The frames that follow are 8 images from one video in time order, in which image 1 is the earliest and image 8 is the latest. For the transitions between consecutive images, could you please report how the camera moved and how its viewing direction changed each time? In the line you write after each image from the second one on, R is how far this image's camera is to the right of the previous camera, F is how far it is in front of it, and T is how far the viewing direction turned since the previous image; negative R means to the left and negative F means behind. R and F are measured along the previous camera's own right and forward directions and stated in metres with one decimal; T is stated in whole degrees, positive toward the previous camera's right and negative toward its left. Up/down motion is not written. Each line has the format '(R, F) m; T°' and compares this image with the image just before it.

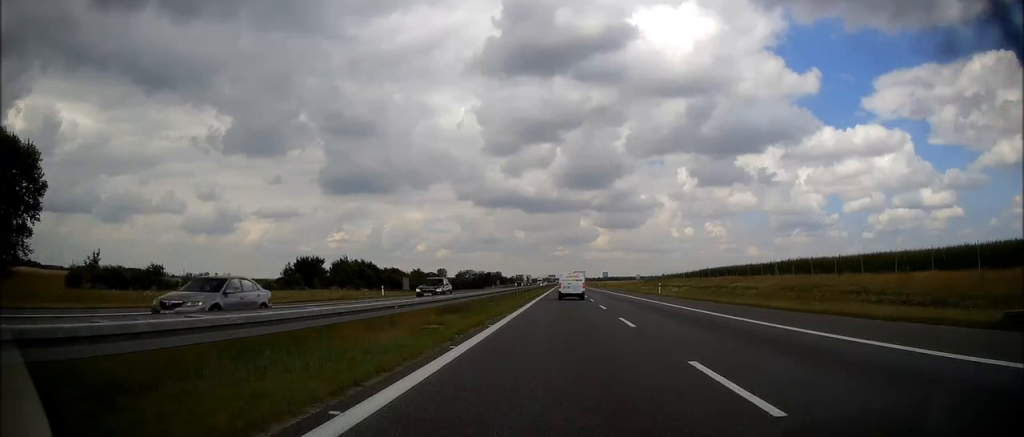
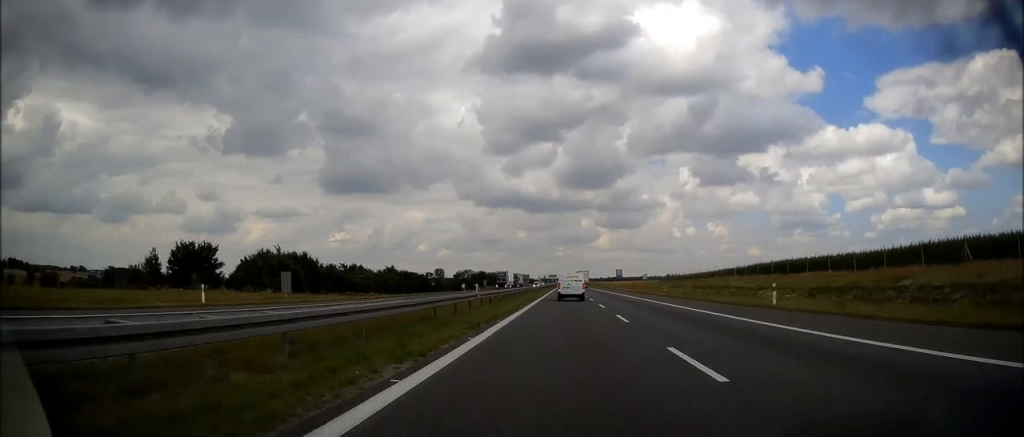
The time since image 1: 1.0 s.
(0.0, +33.8) m; 0°
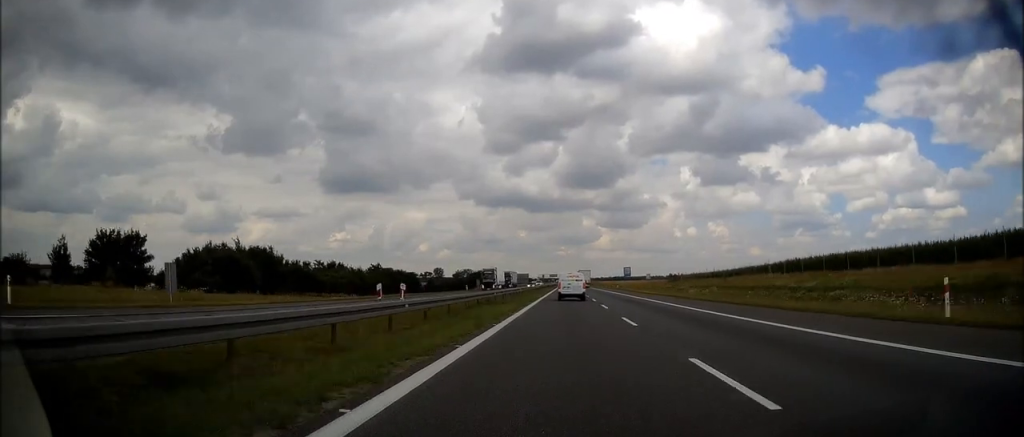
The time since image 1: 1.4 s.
(+0.1, +13.9) m; 0°
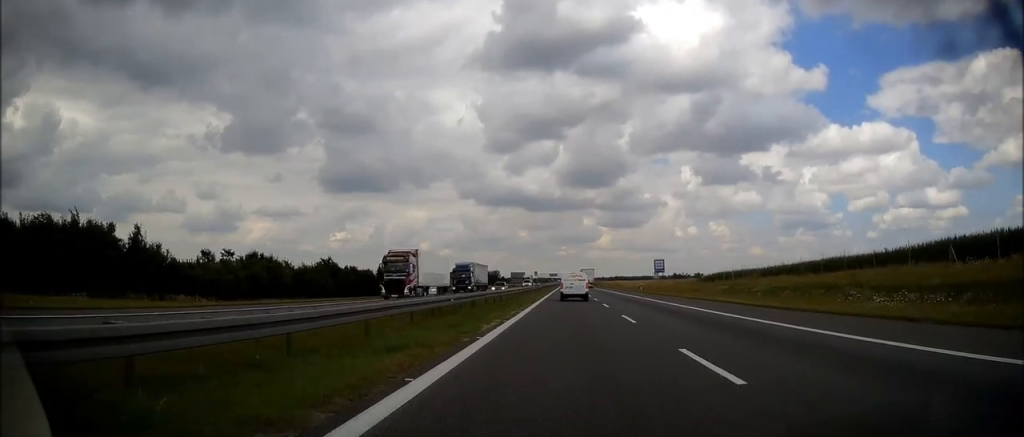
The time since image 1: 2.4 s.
(-0.3, +34.5) m; 0°
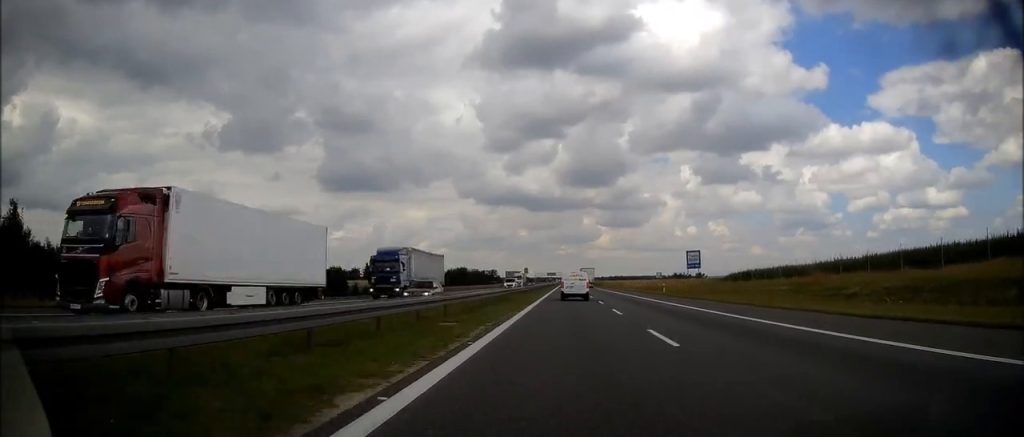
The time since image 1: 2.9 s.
(+0.1, +19.4) m; 0°
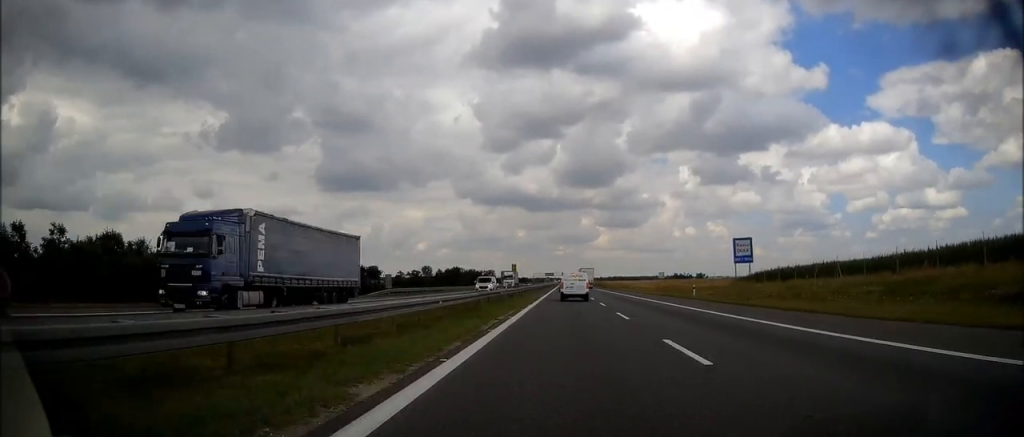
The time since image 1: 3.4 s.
(+0.2, +14.8) m; 0°
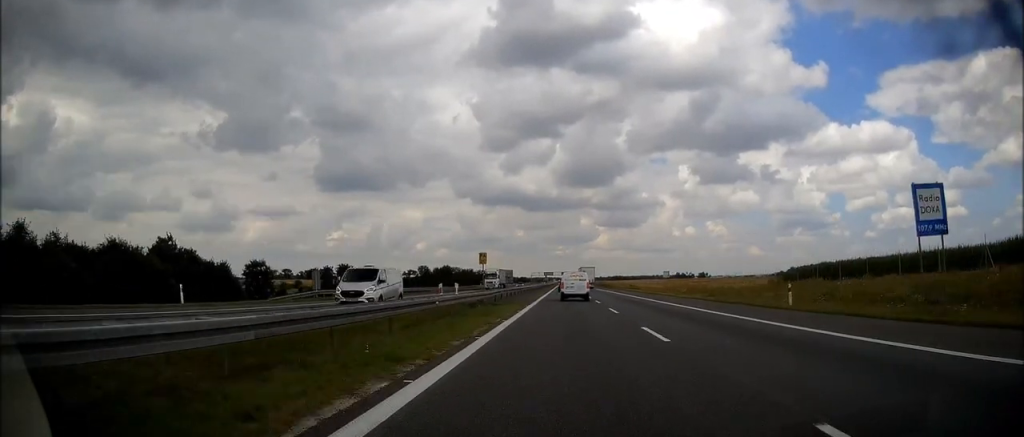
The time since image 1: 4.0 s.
(-0.1, +20.3) m; 0°
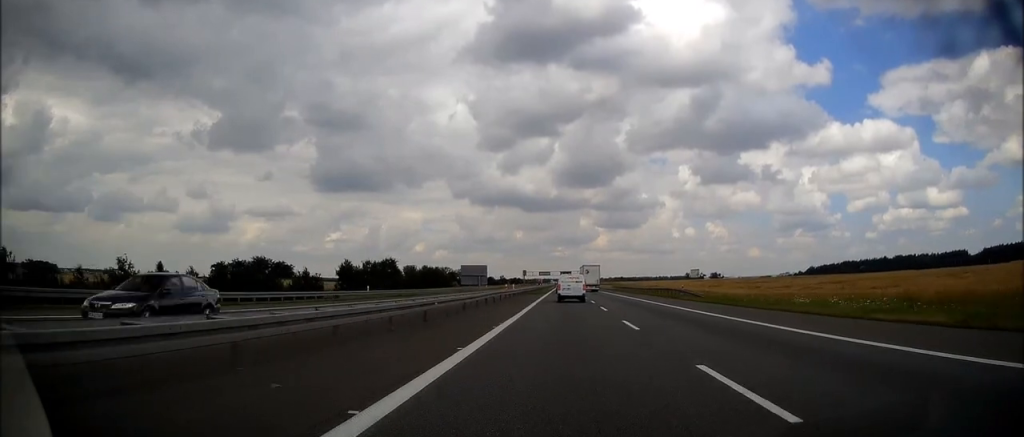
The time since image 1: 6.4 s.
(+0.3, +80.6) m; 0°
